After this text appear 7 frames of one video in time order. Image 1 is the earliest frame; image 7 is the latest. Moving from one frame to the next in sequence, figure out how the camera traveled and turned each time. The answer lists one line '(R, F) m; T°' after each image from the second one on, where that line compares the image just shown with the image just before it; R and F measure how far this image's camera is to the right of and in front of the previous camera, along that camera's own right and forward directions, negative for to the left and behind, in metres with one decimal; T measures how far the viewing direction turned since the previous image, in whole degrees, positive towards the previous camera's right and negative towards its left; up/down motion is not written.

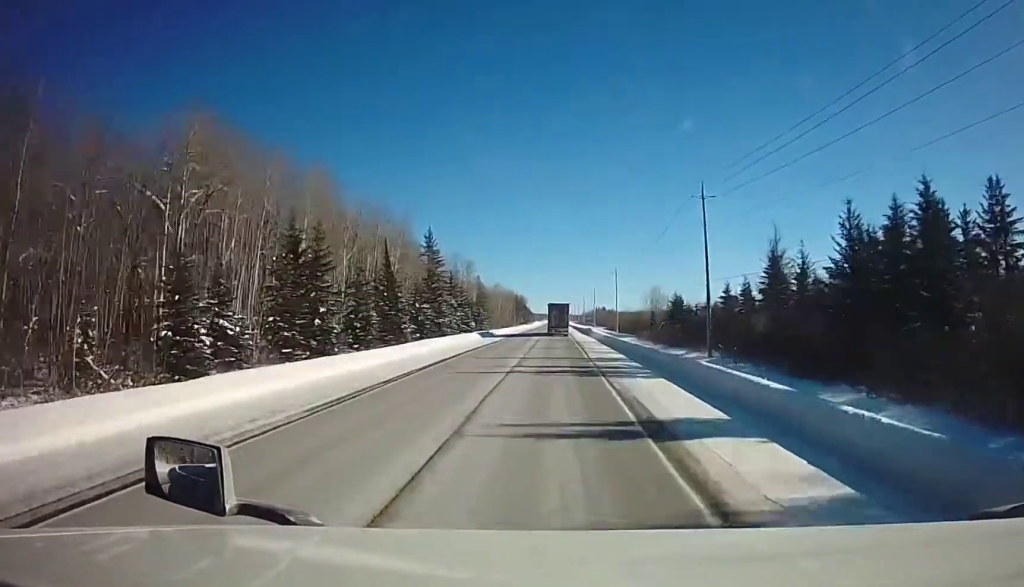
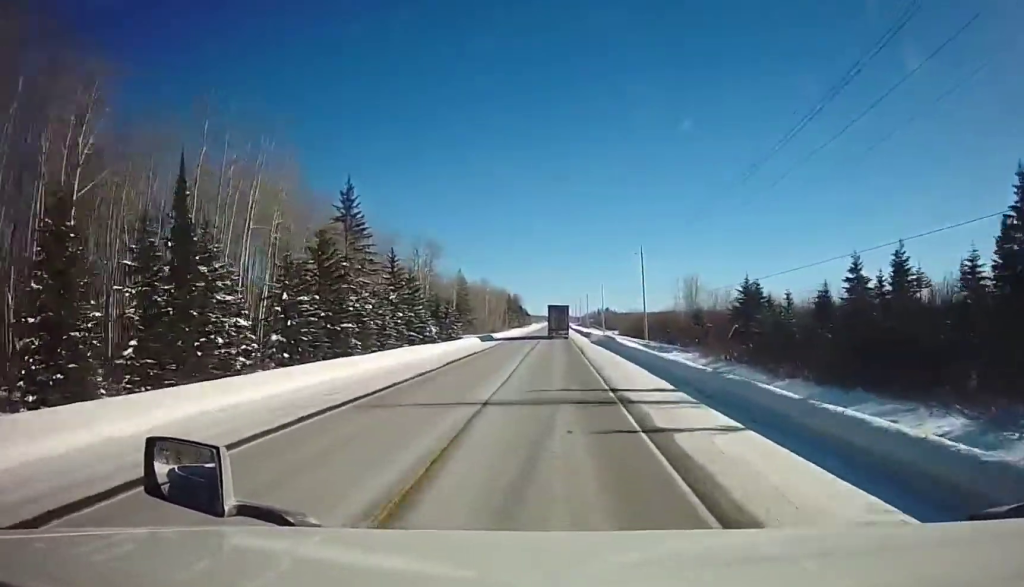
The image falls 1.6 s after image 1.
(+0.2, +42.2) m; +1°
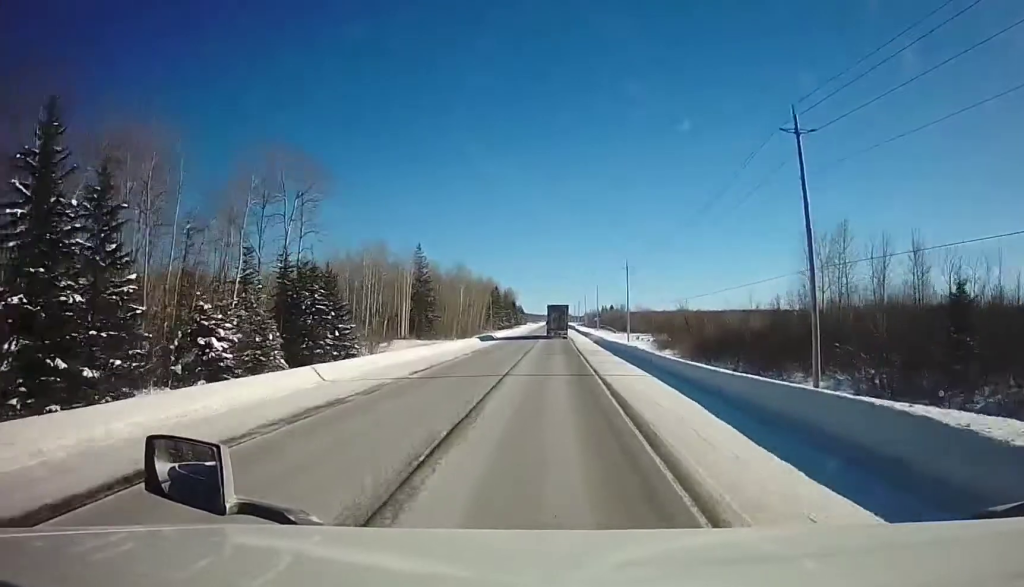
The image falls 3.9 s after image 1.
(+0.1, +58.5) m; -1°
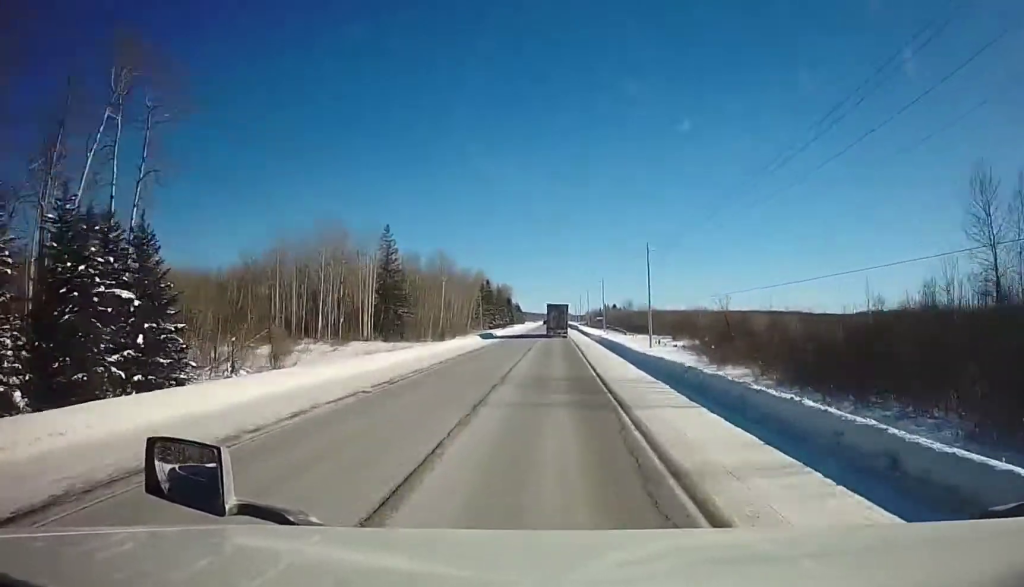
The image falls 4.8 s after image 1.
(-0.2, +25.6) m; -1°
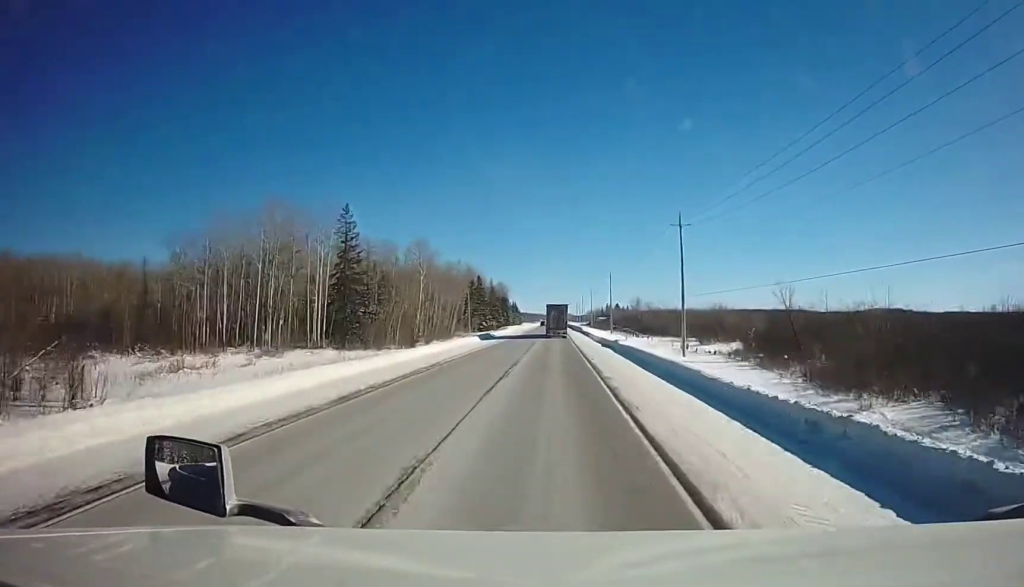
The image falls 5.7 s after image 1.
(-0.1, +22.4) m; 0°
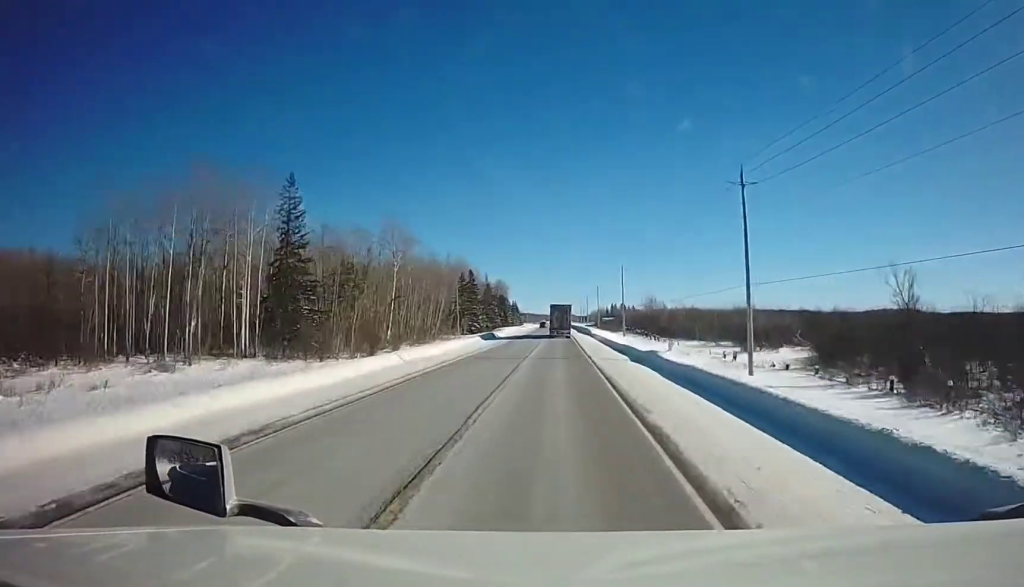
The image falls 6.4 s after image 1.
(-0.1, +20.6) m; 0°
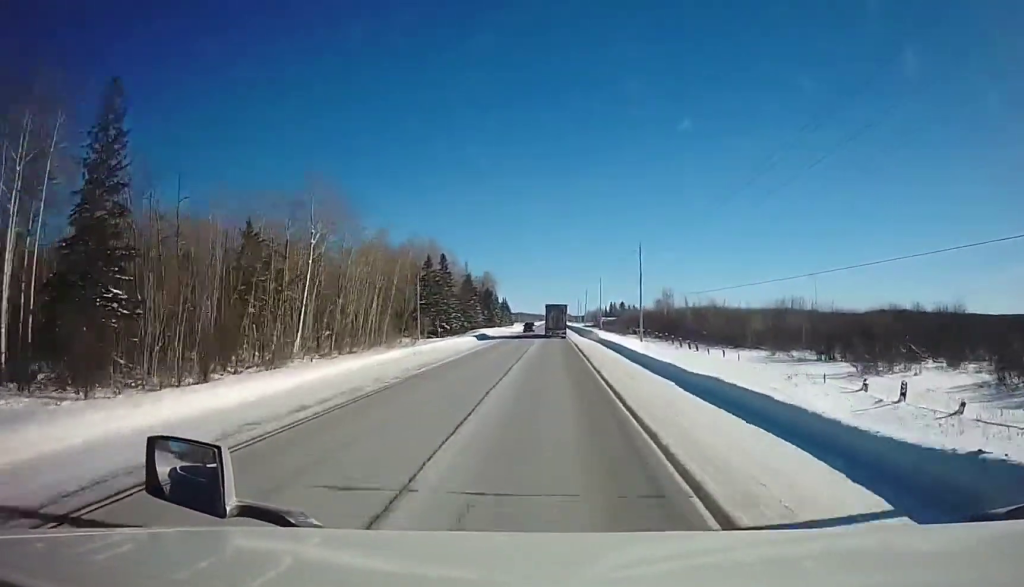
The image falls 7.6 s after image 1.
(+0.1, +31.3) m; +1°
